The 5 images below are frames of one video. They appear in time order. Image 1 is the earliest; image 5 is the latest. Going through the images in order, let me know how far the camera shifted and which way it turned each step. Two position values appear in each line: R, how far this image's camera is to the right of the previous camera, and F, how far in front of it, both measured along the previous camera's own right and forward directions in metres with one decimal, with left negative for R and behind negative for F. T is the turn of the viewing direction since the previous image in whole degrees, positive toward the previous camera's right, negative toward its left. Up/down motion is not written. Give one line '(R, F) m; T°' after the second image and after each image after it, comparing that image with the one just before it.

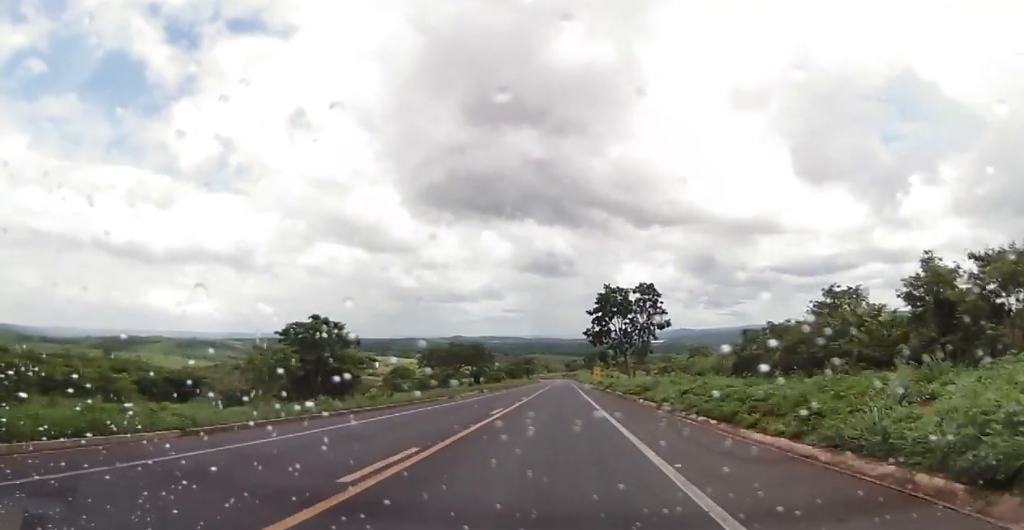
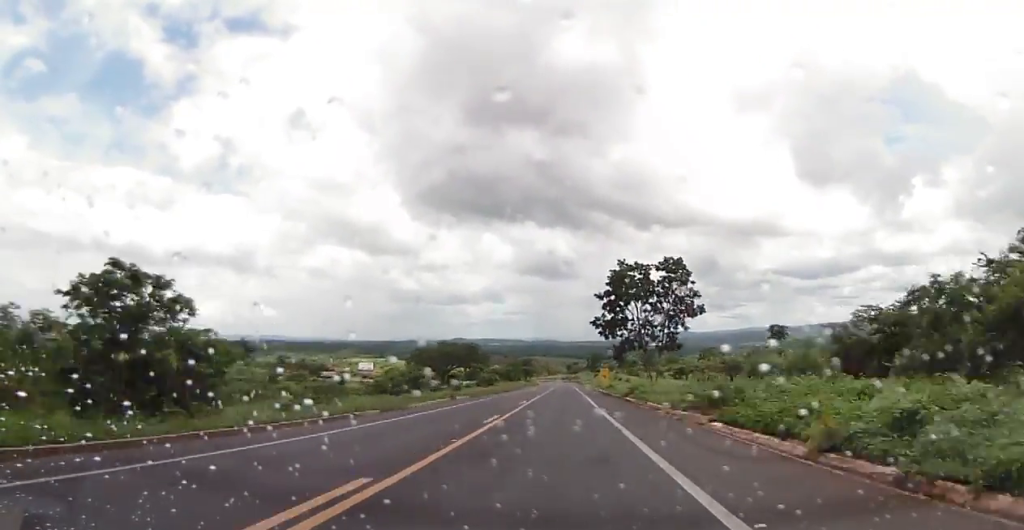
(-0.1, +18.7) m; 0°
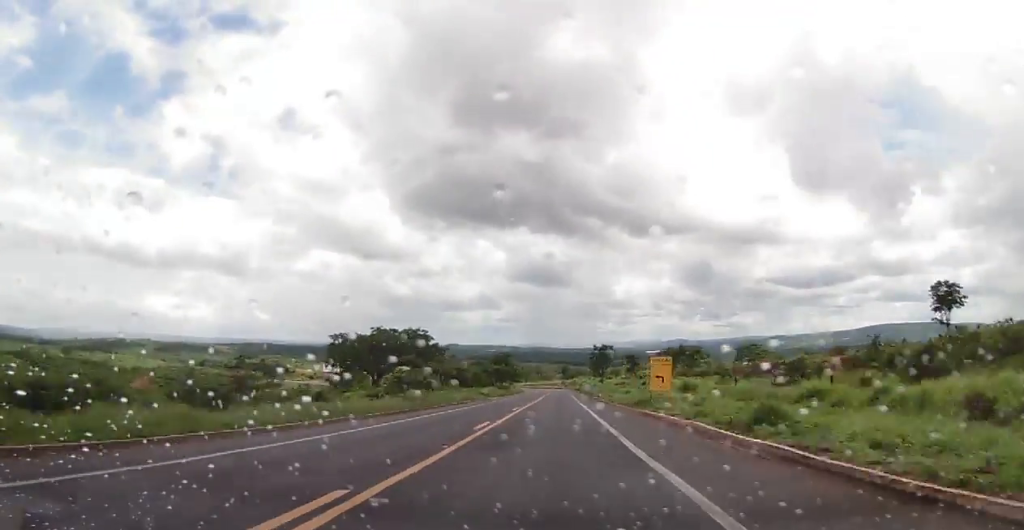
(+1.0, +63.3) m; -1°
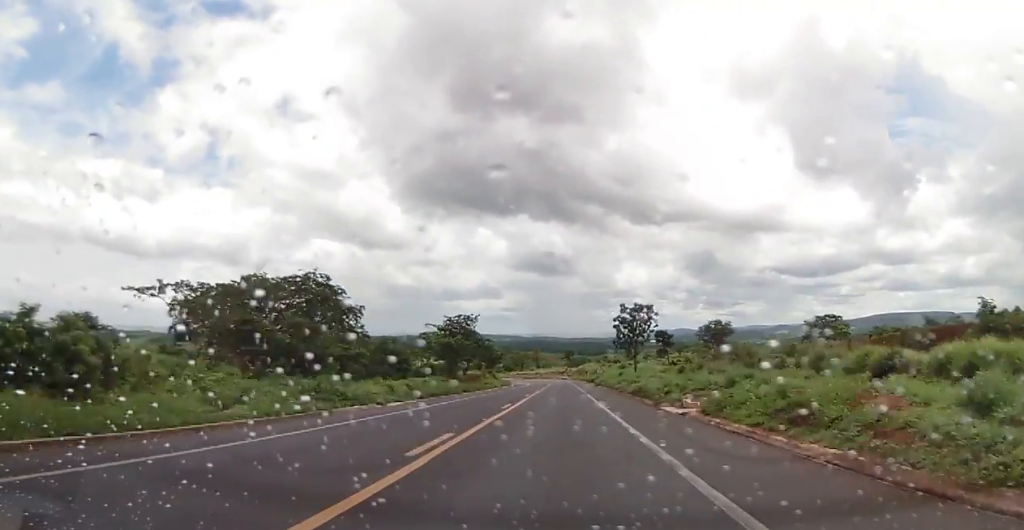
(+0.5, +54.9) m; +1°
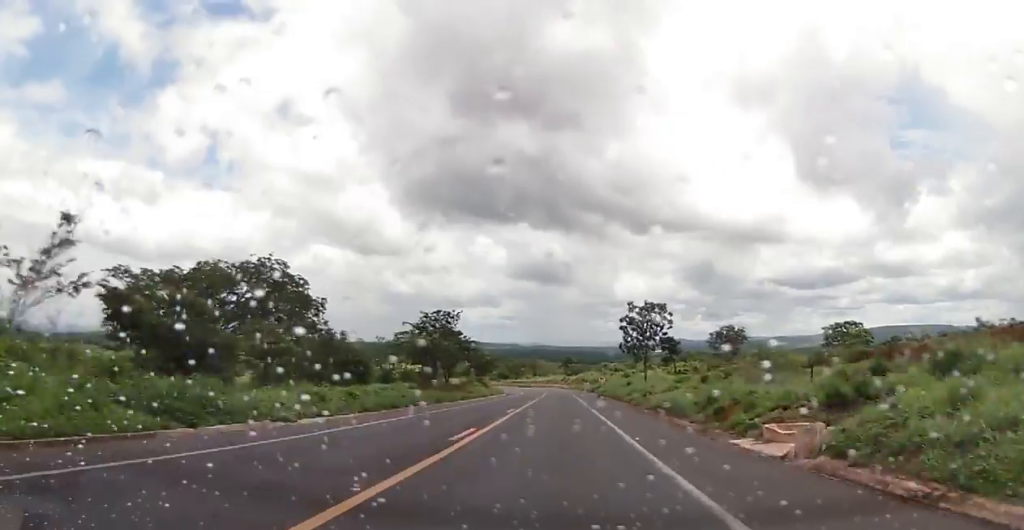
(-0.3, +11.3) m; 0°
